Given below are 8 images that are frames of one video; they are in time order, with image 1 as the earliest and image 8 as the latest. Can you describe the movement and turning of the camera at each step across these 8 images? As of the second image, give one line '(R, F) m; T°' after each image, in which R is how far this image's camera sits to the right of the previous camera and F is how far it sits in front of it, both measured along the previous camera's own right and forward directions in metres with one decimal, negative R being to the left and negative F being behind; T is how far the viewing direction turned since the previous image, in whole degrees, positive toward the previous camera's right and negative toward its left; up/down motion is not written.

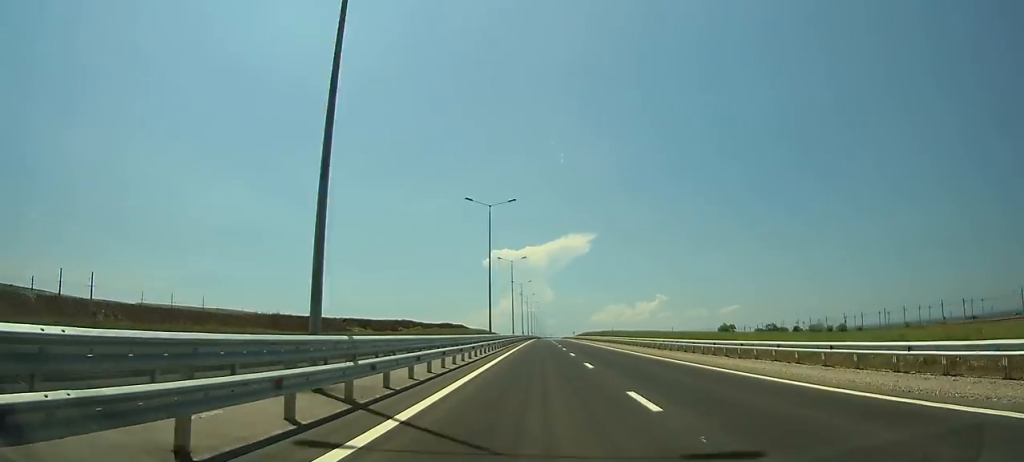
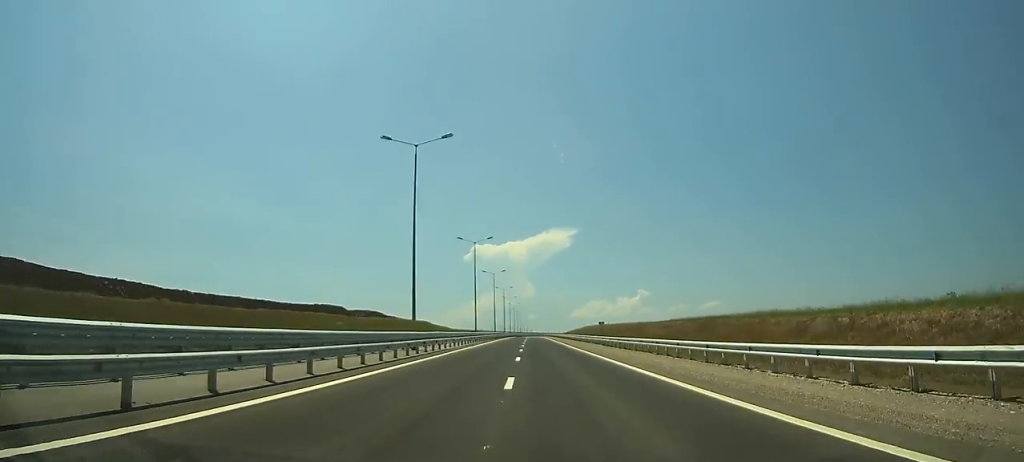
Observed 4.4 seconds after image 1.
(+2.5, +137.6) m; +2°
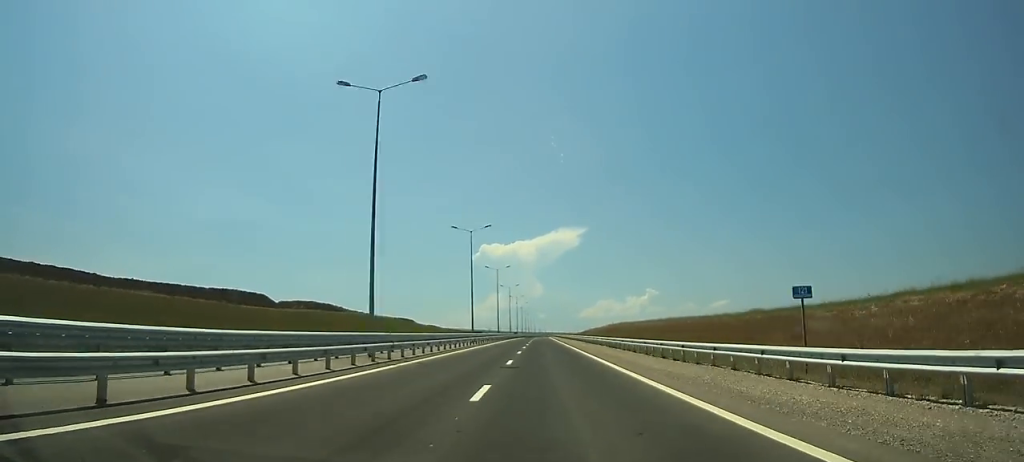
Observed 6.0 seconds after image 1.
(0.0, +49.6) m; +1°
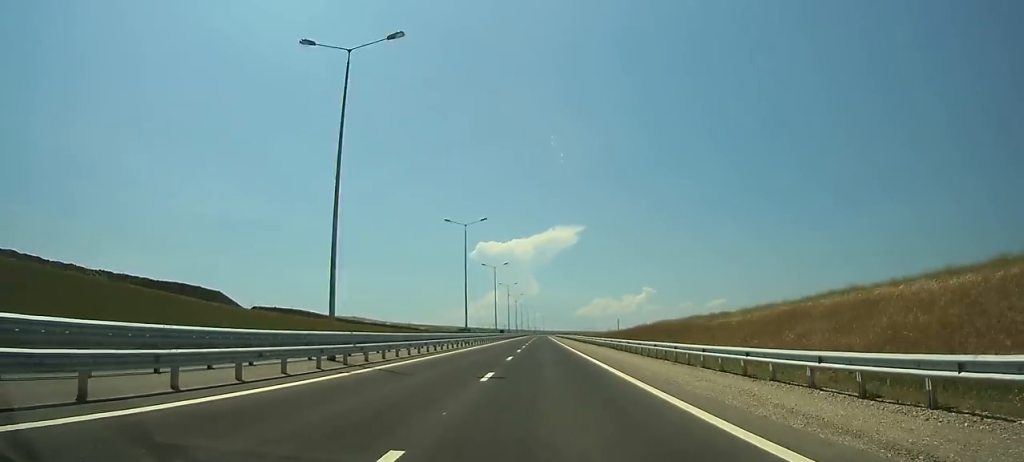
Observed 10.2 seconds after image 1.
(+1.8, +127.8) m; +1°
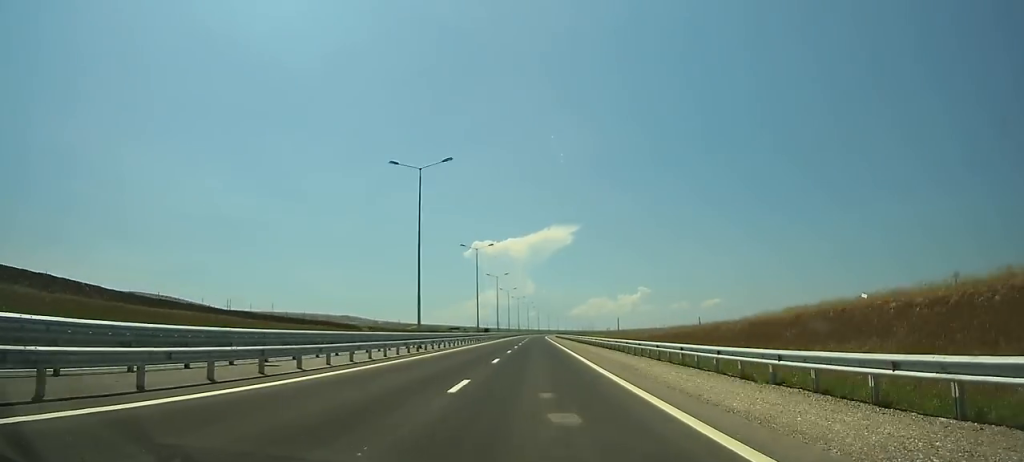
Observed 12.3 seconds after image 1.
(0.0, +63.0) m; 0°
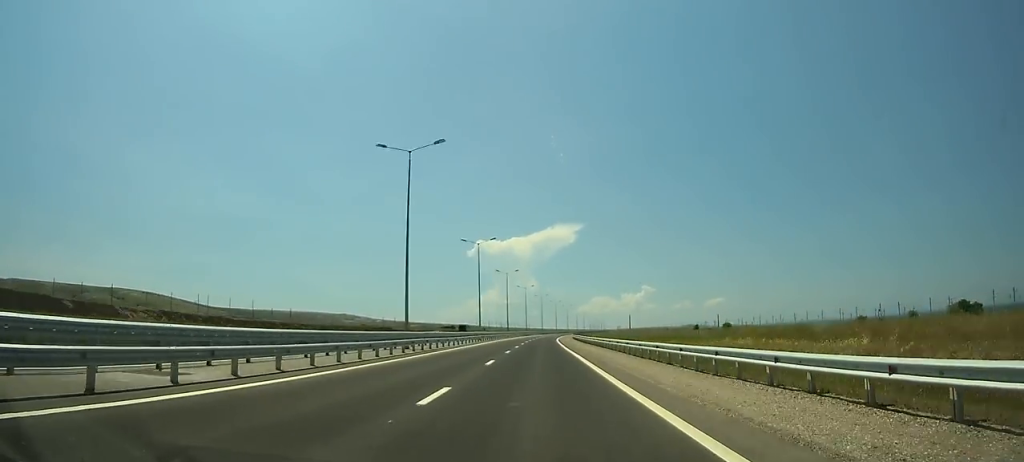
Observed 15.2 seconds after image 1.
(0.0, +86.2) m; 0°
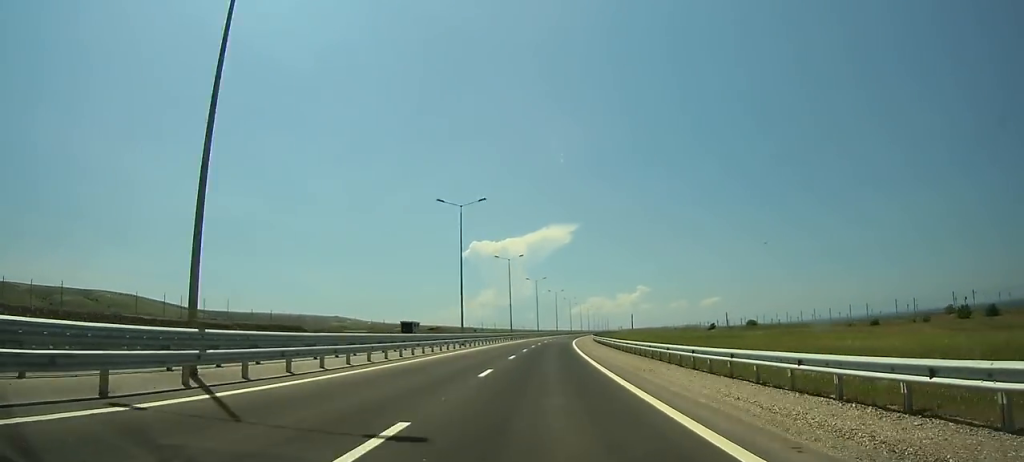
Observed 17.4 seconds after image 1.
(0.0, +64.9) m; 0°
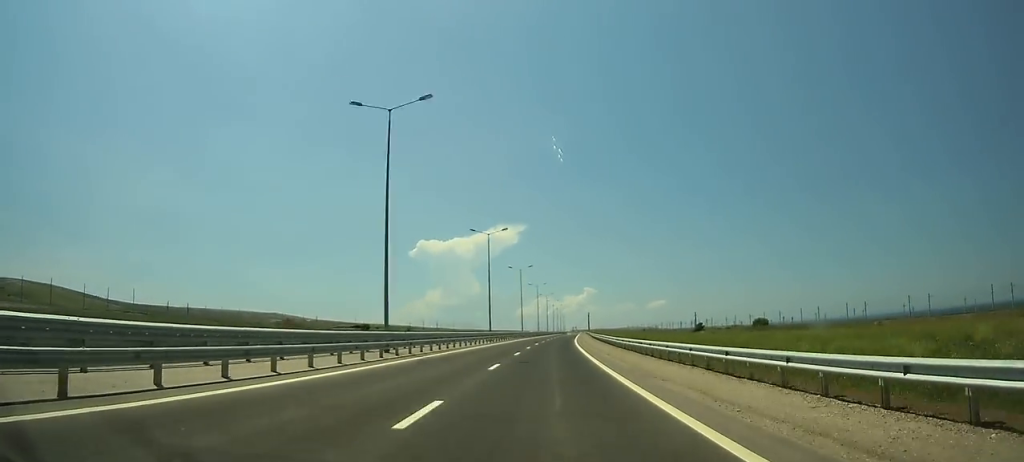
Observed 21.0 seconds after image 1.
(0.0, +105.6) m; +1°
